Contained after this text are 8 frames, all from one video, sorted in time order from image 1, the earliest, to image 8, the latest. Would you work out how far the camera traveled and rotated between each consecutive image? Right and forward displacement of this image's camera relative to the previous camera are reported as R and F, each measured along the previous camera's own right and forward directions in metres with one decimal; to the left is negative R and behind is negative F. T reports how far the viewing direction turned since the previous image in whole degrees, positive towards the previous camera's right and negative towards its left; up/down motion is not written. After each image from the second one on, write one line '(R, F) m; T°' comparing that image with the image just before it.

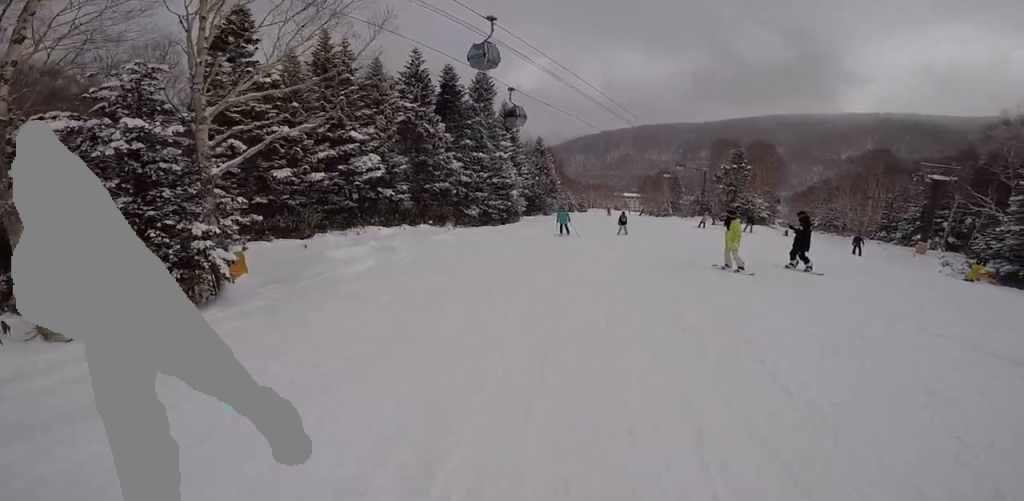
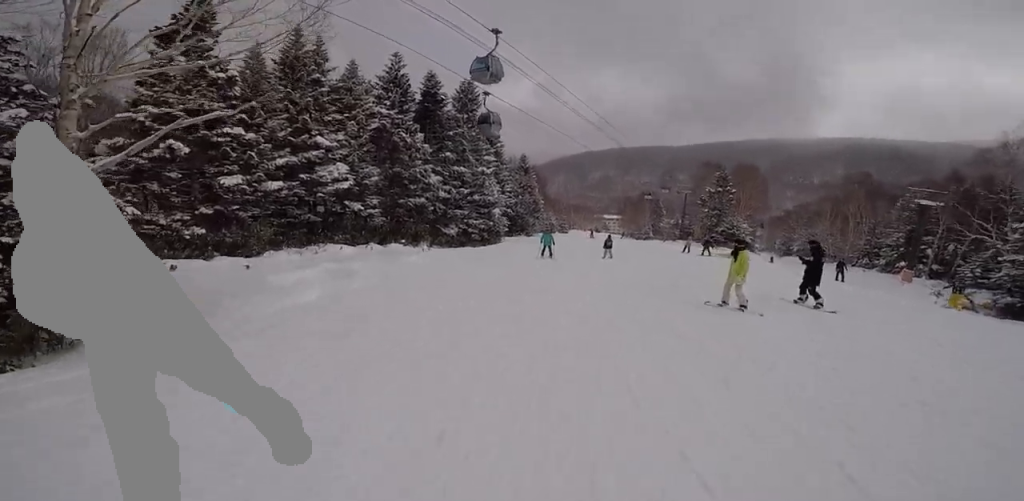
(-0.3, +1.5) m; +3°
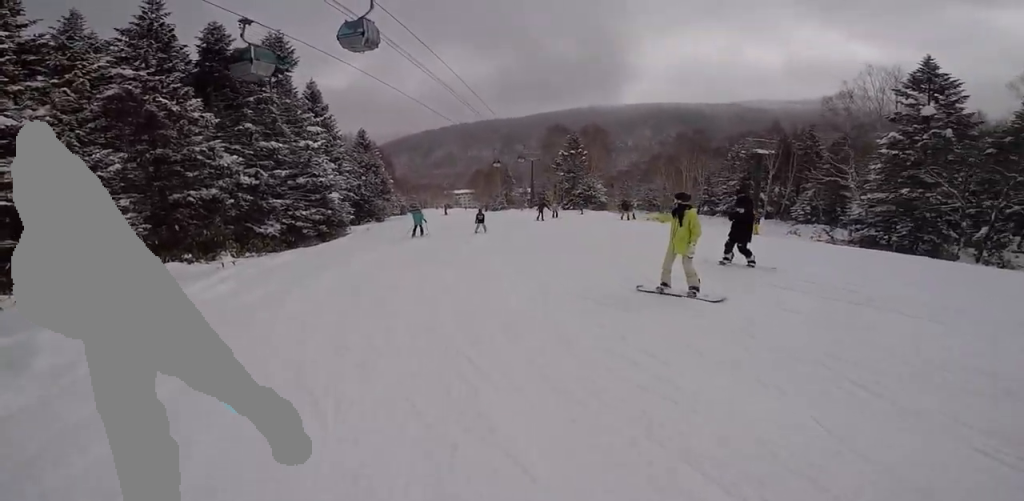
(+0.2, +3.7) m; +13°
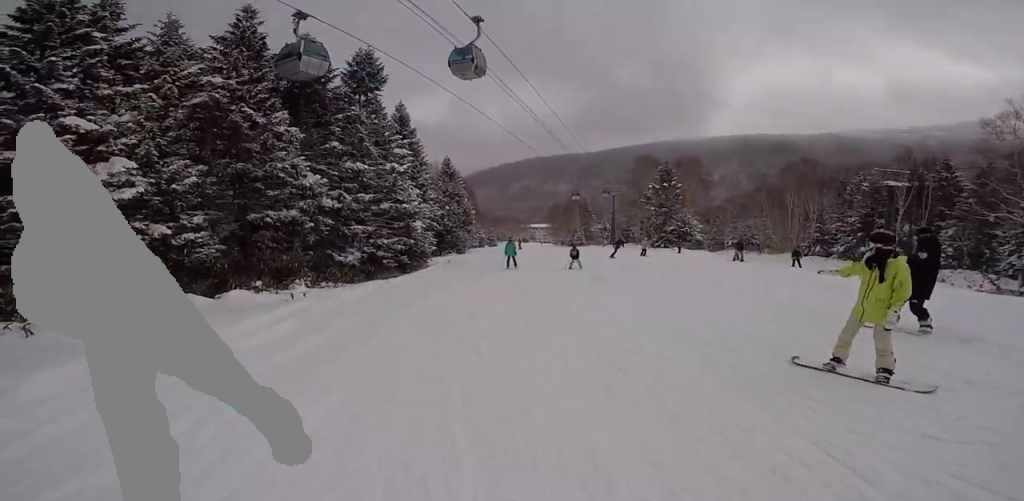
(+0.2, +1.8) m; +9°
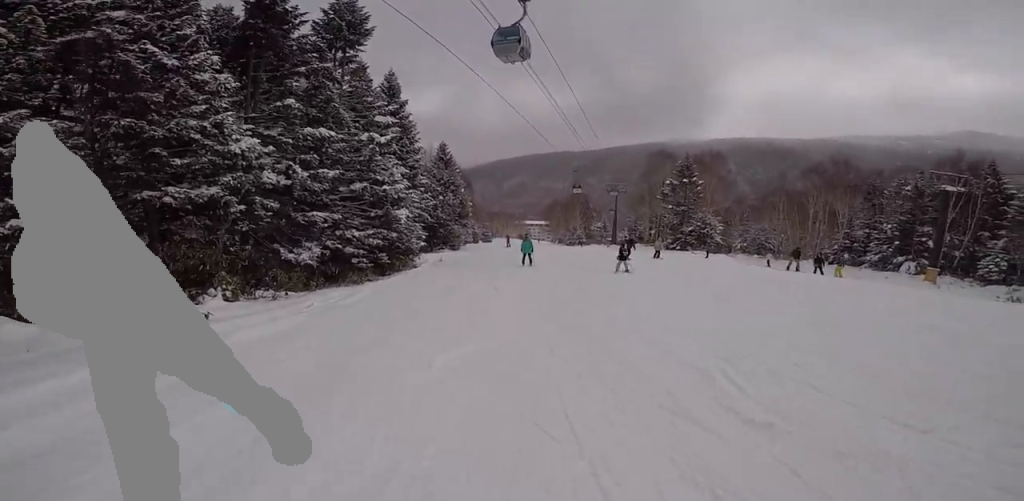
(+0.1, +3.5) m; +2°
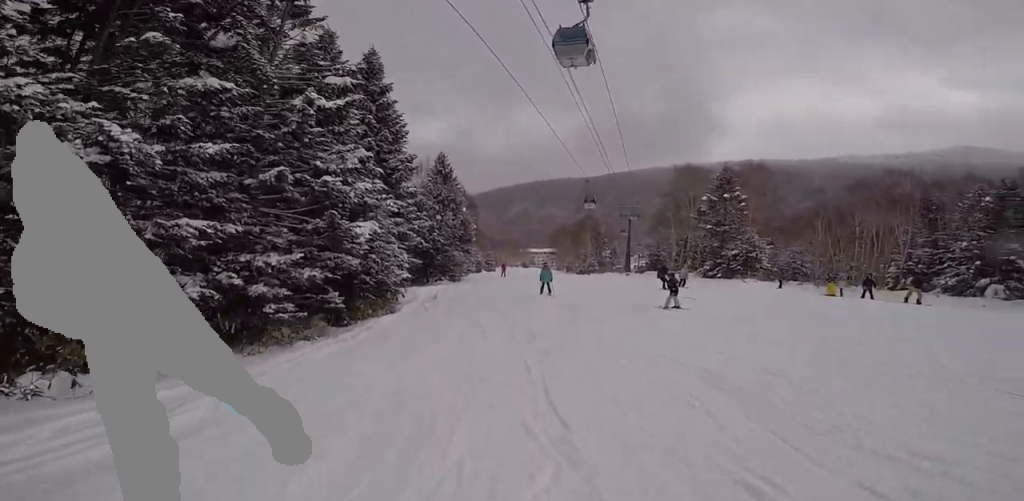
(-0.1, +5.1) m; -10°
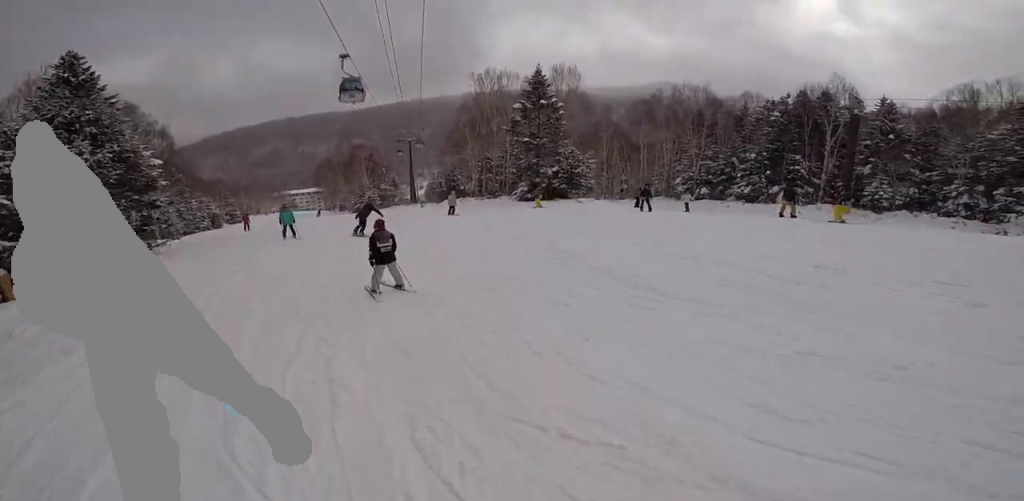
(+0.1, +10.2) m; +9°
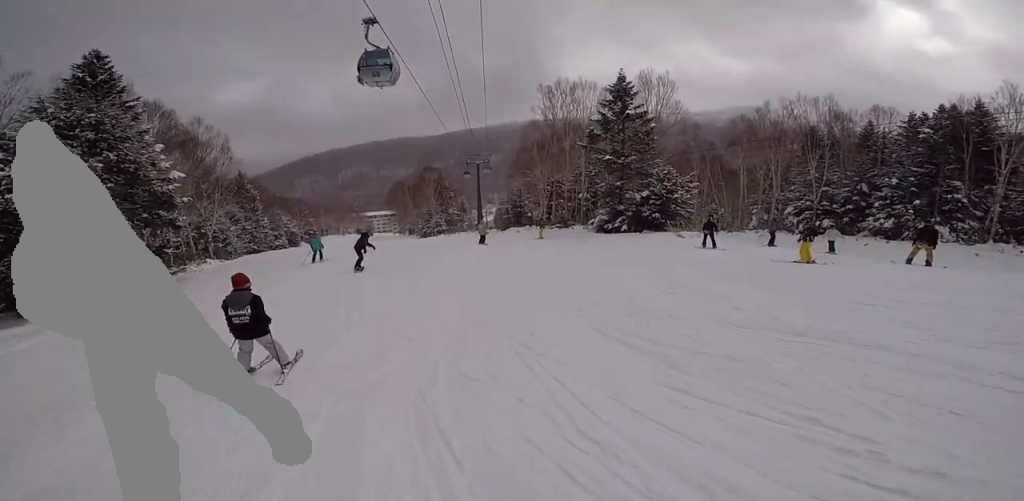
(+0.1, +7.0) m; 0°
